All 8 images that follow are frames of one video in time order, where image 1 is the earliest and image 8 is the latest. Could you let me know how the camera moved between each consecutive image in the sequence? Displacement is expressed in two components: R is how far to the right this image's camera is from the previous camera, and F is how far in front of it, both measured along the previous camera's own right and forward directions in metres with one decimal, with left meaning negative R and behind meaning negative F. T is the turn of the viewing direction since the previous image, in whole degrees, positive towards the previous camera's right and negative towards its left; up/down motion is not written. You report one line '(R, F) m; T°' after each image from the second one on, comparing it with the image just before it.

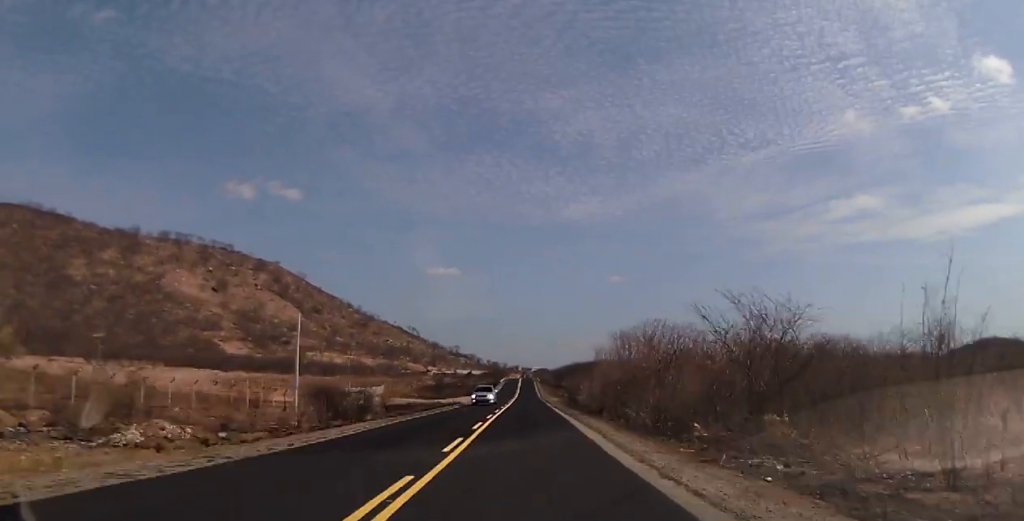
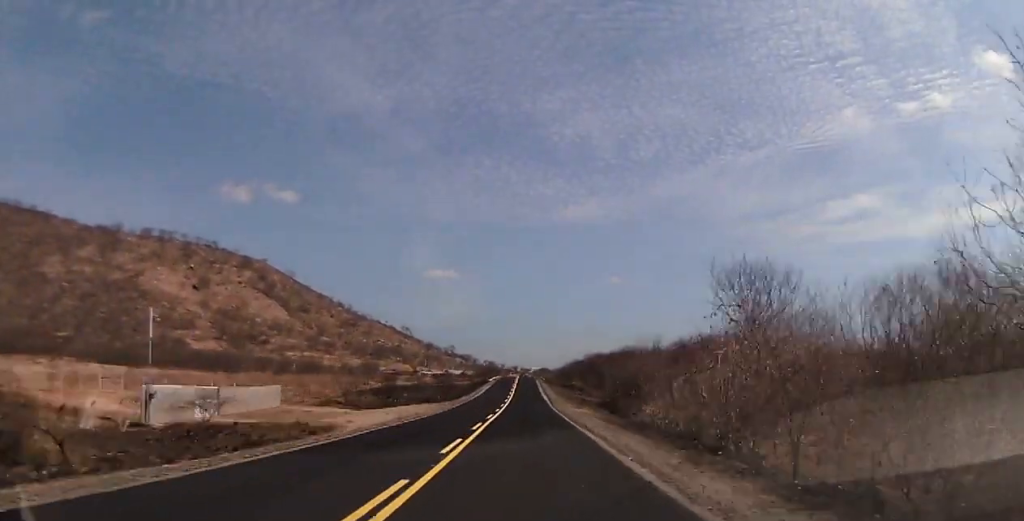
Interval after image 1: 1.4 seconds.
(-0.4, +43.4) m; 0°
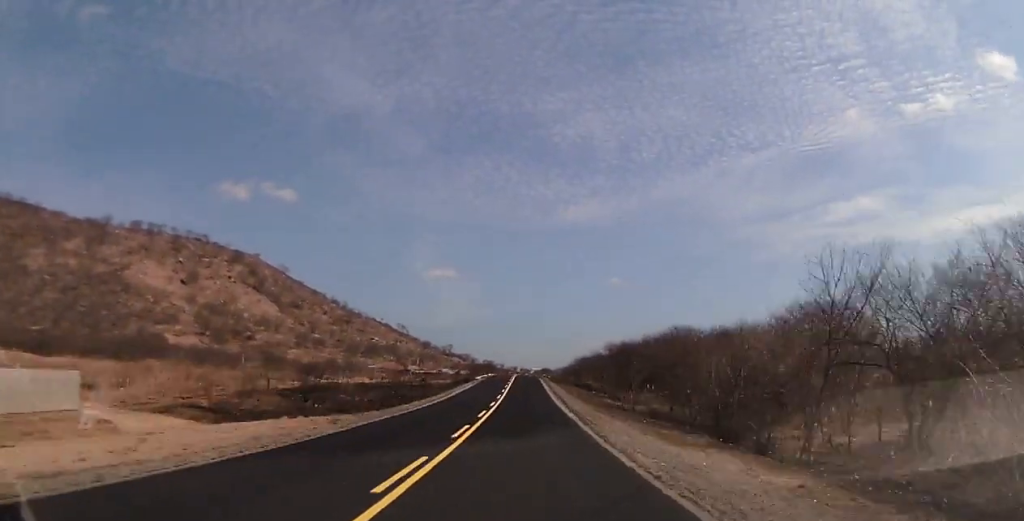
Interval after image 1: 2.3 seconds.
(+0.5, +29.1) m; 0°
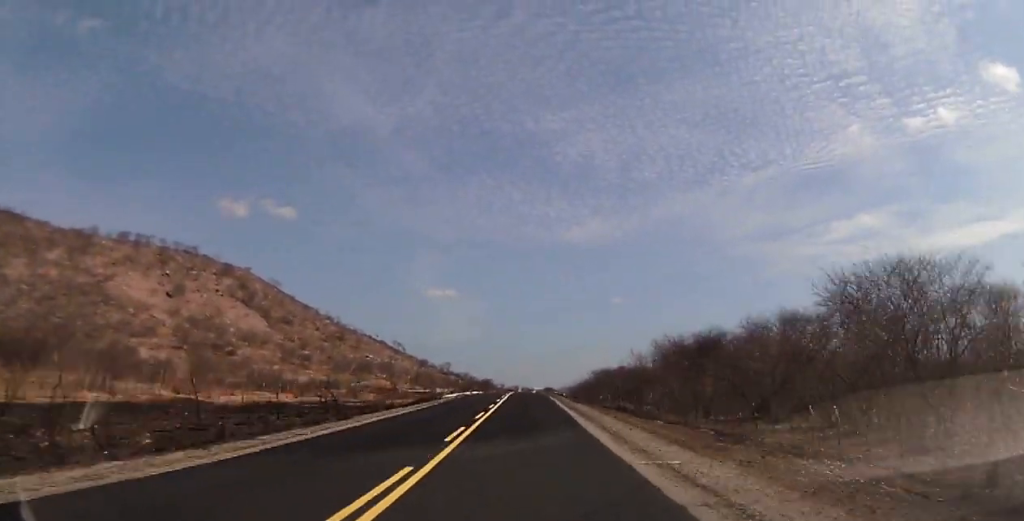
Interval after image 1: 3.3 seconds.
(-0.4, +33.8) m; -1°
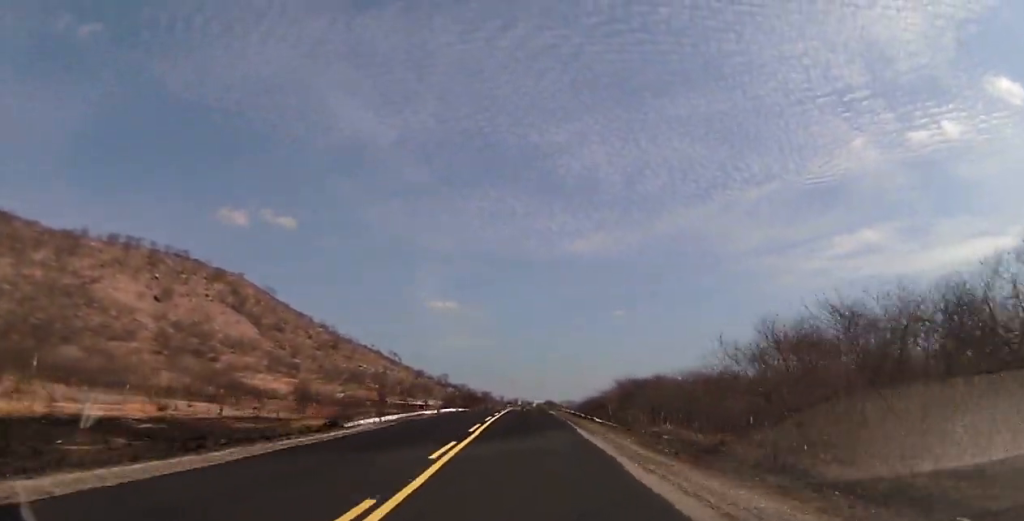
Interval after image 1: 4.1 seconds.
(0.0, +26.3) m; 0°
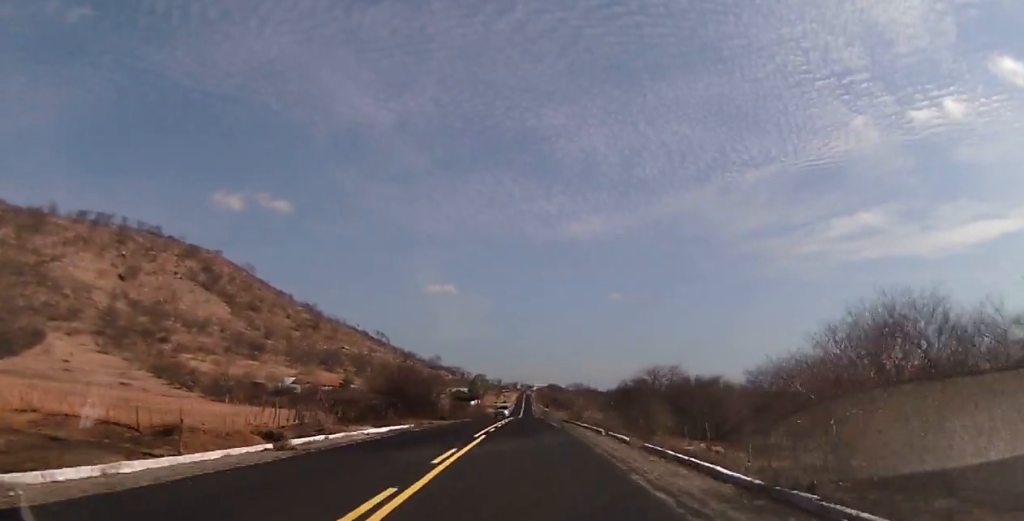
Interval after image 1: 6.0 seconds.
(+0.4, +61.5) m; +1°
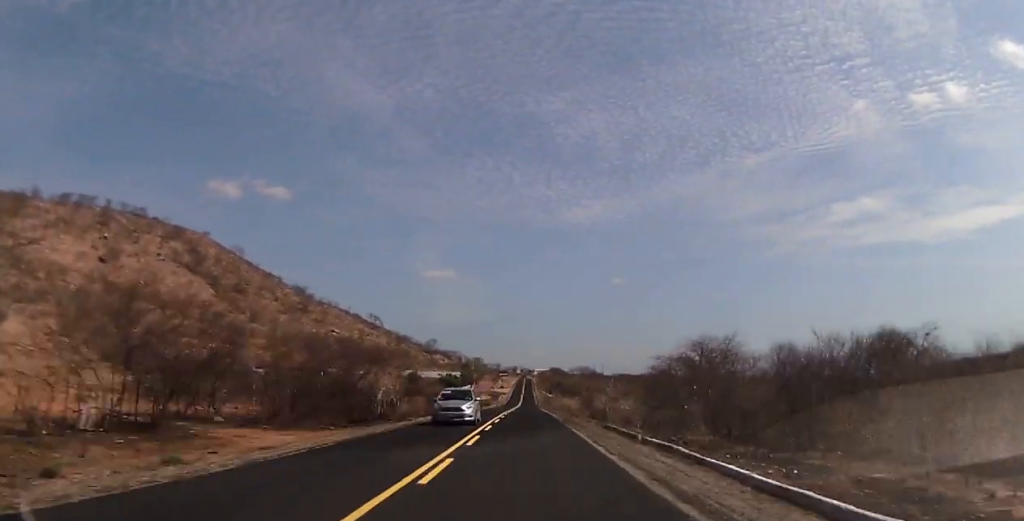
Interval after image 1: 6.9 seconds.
(0.0, +31.8) m; 0°
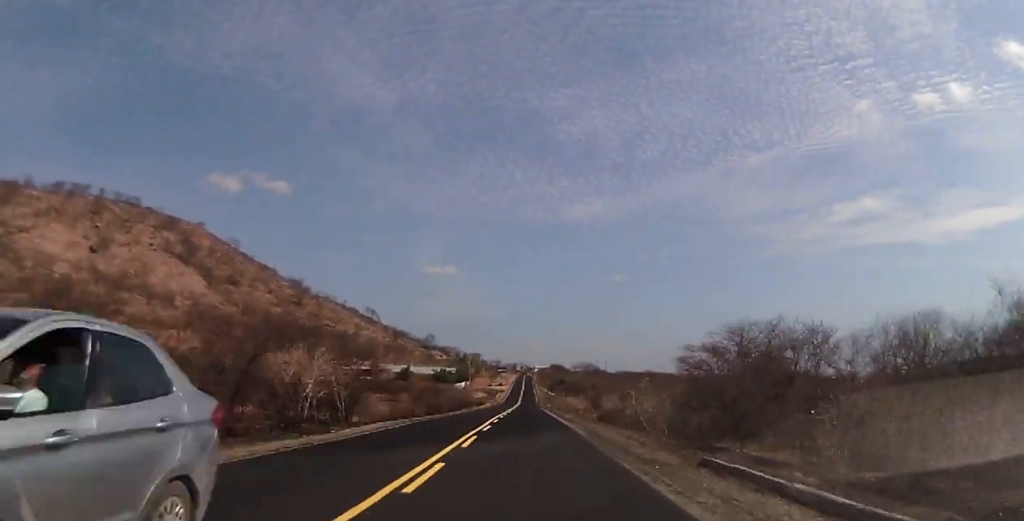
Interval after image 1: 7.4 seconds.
(0.0, +15.3) m; 0°
